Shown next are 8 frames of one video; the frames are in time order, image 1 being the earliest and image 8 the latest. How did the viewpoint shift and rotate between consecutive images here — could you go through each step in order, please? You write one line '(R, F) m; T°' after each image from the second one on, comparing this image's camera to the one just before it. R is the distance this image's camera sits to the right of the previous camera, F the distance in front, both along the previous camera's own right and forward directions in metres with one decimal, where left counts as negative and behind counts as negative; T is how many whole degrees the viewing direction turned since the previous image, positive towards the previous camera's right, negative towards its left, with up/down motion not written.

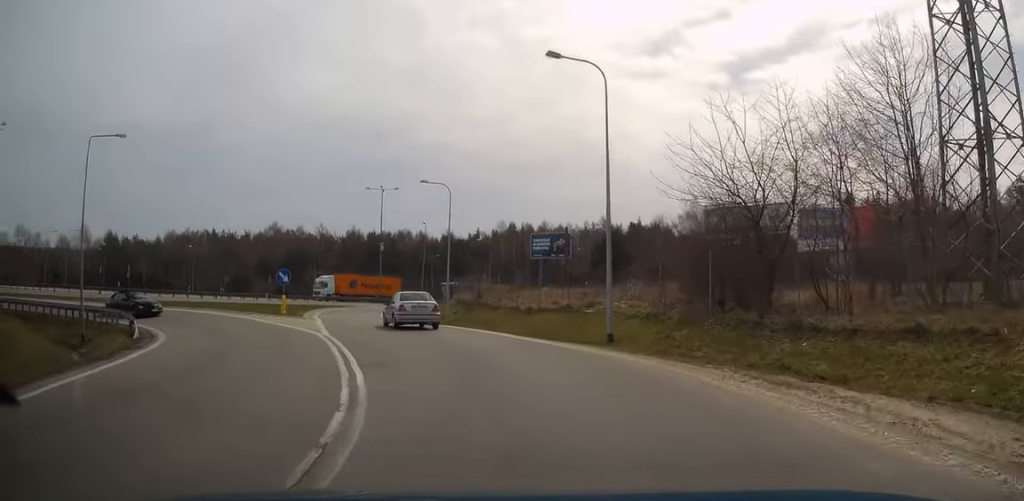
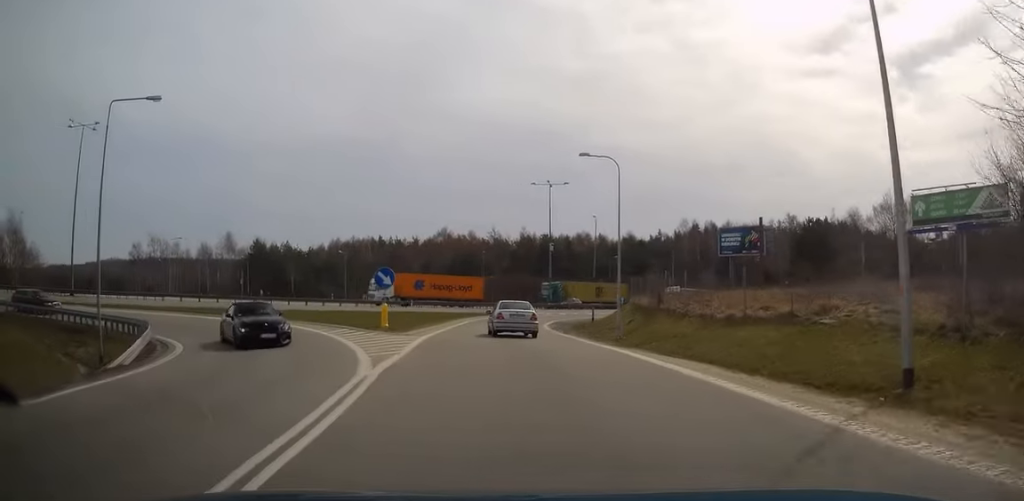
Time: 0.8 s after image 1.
(-1.2, +10.0) m; -13°
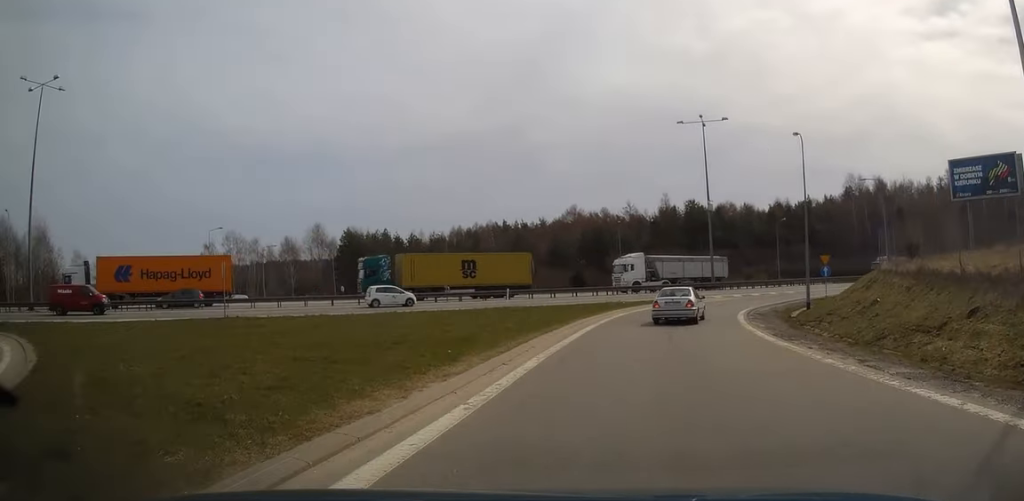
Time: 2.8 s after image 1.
(-4.1, +23.5) m; -11°
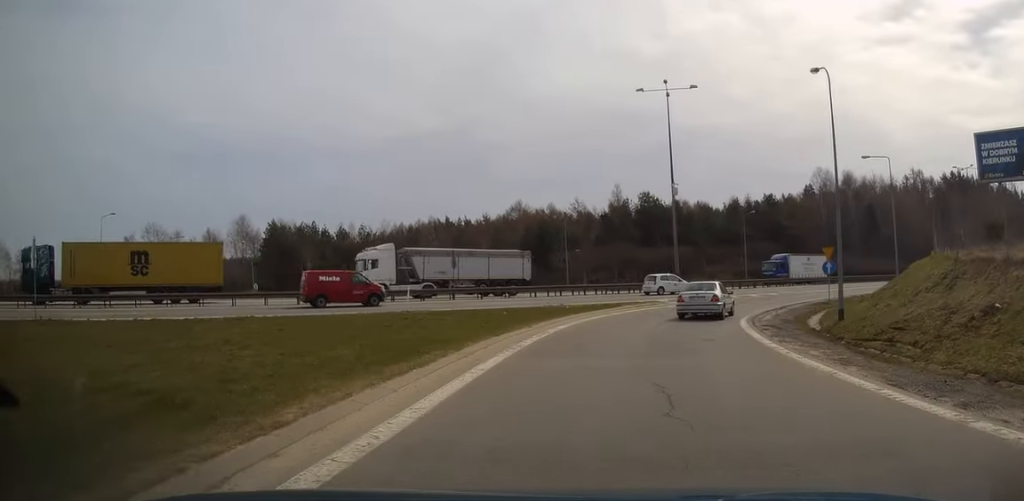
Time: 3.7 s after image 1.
(+0.3, +11.4) m; +4°
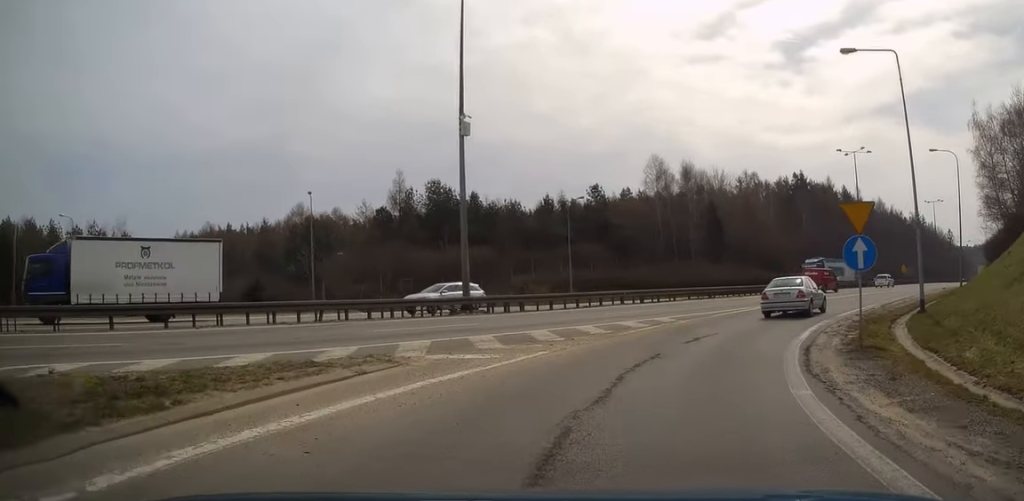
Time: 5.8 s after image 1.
(+3.1, +24.9) m; +18°
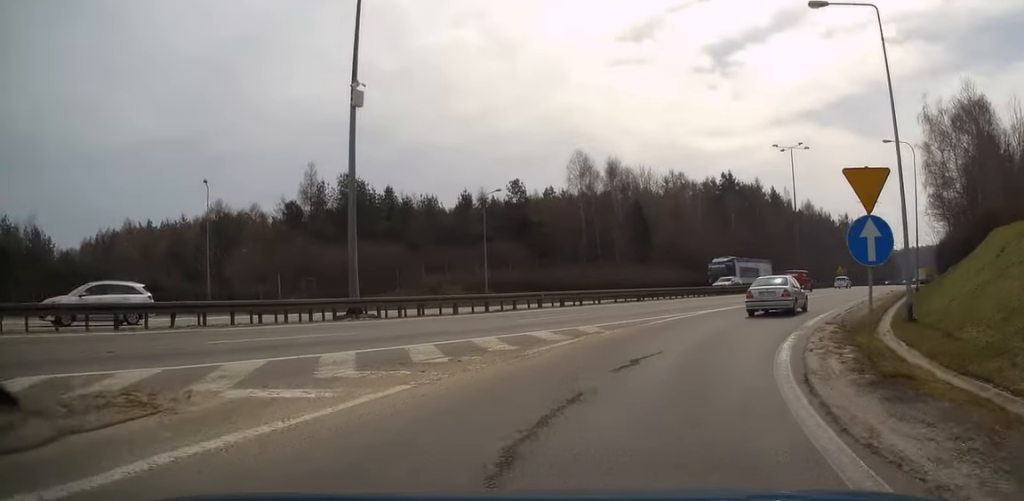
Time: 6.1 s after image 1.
(+0.2, +4.7) m; +6°
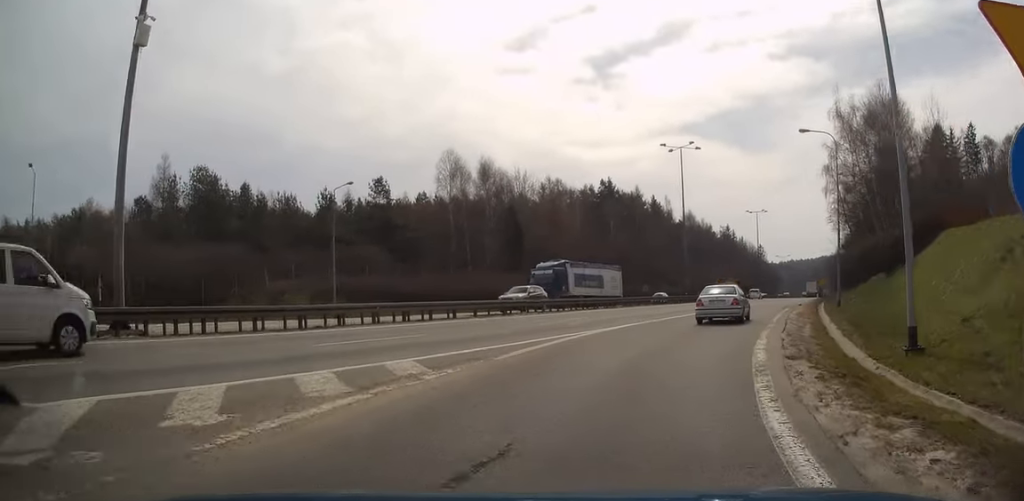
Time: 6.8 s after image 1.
(+0.5, +7.2) m; +8°
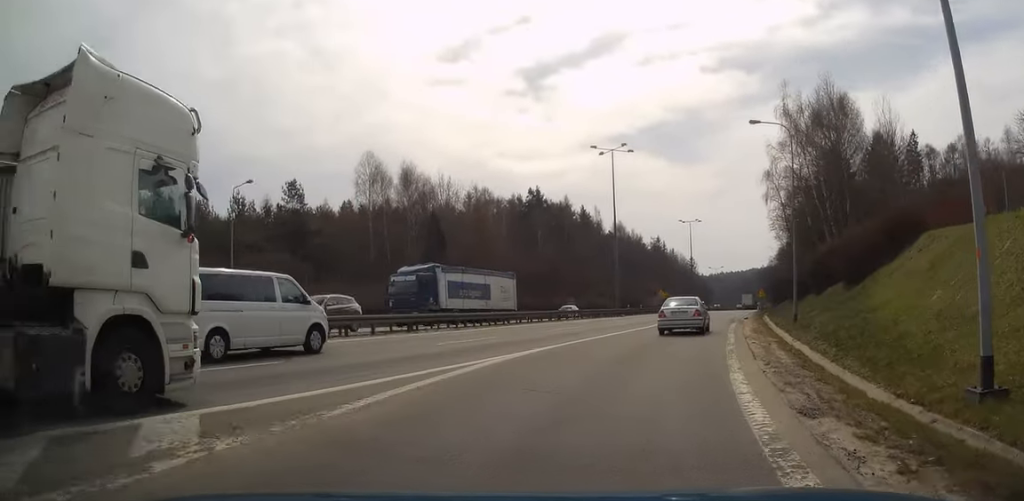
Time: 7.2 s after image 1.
(+0.5, +4.9) m; +5°
